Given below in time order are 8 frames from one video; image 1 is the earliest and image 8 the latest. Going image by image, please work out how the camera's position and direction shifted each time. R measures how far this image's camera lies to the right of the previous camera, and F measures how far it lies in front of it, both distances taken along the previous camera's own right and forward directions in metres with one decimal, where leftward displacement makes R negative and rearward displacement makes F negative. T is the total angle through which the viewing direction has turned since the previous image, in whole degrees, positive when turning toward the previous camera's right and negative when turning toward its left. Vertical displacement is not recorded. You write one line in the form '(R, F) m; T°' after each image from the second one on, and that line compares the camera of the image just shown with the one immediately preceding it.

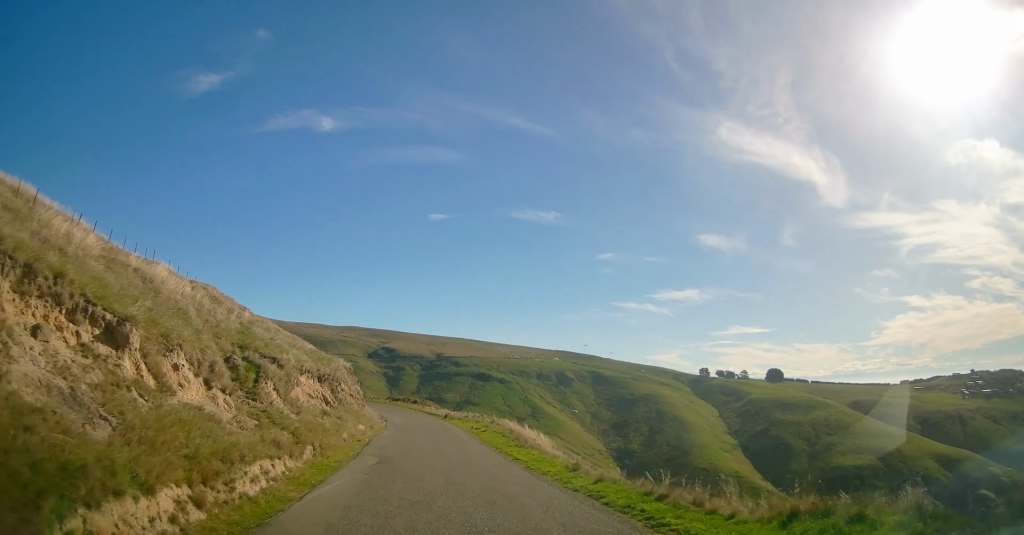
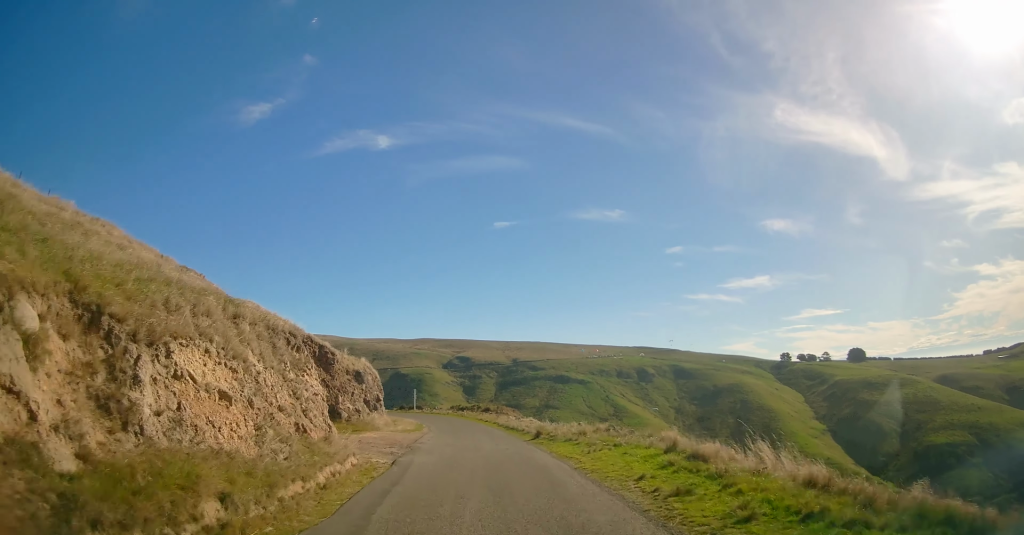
(-2.2, +21.2) m; -10°
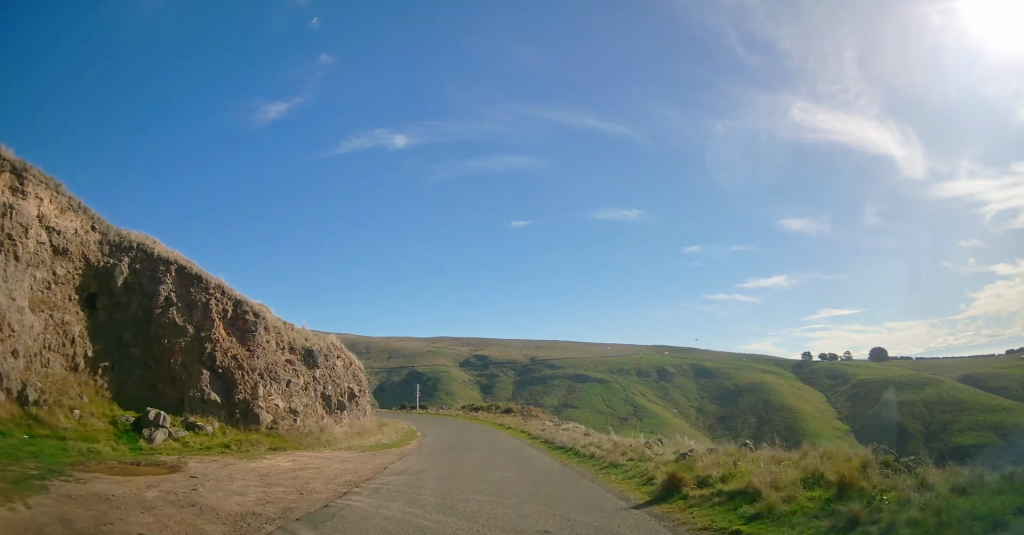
(-0.1, +14.1) m; -2°
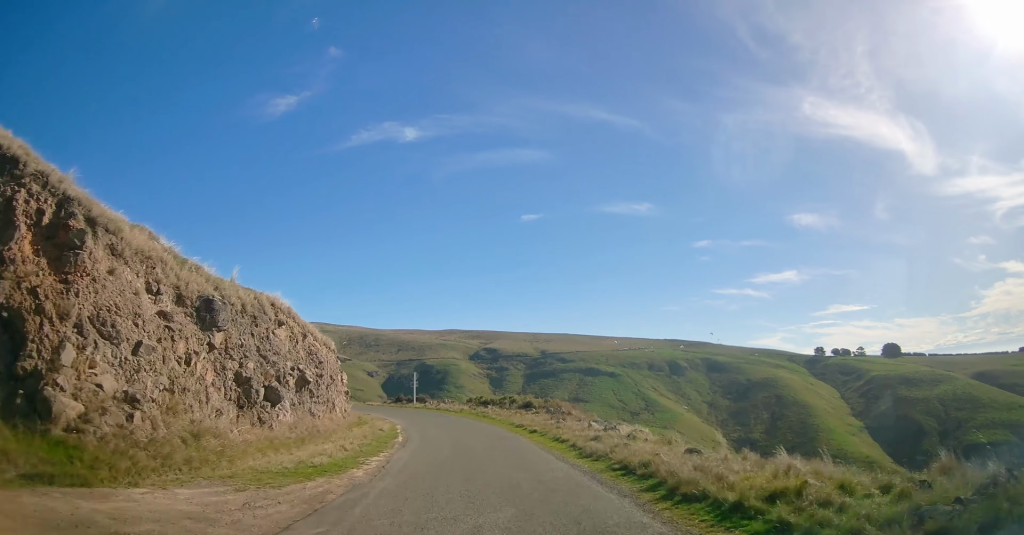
(-0.3, +10.2) m; -4°
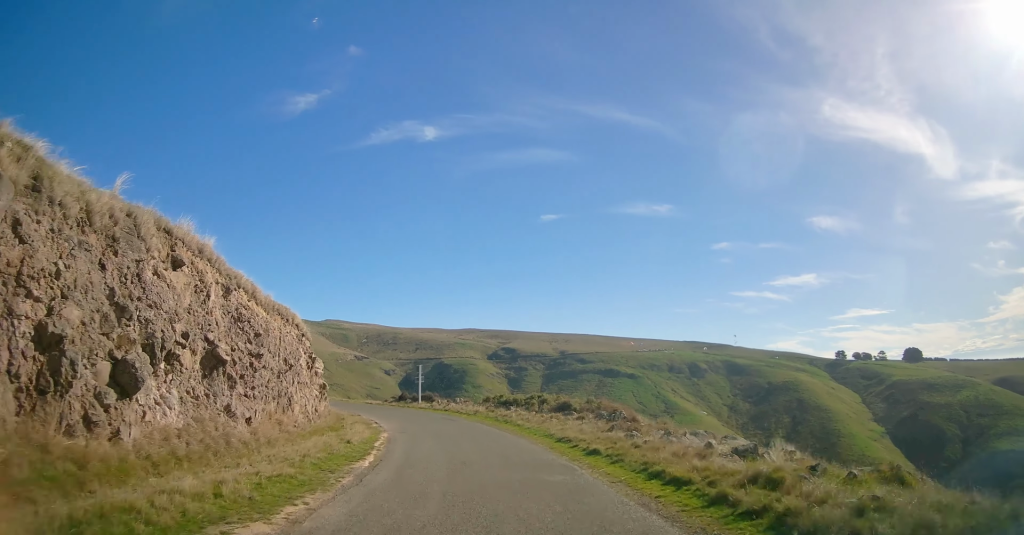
(-0.3, +8.7) m; -3°
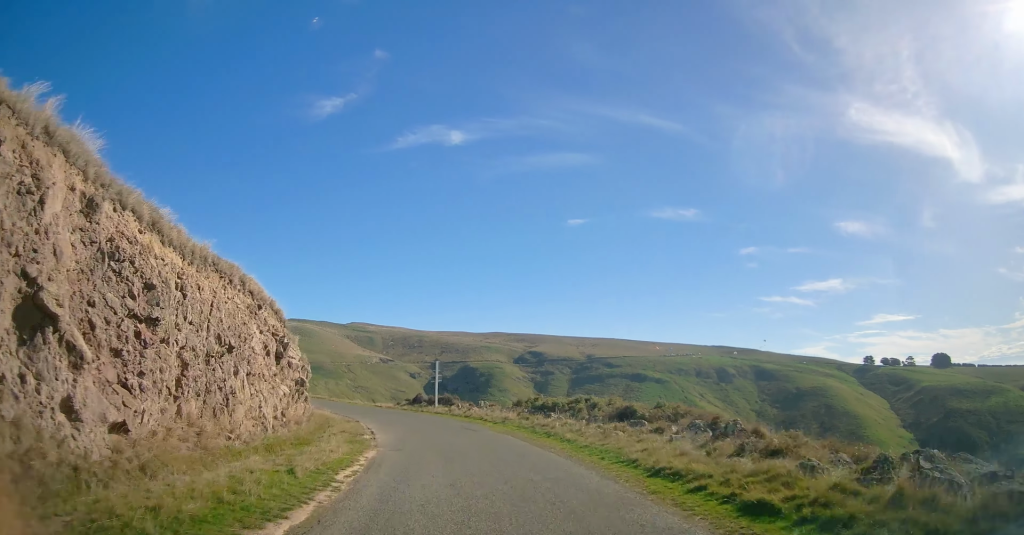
(-0.2, +6.9) m; -1°
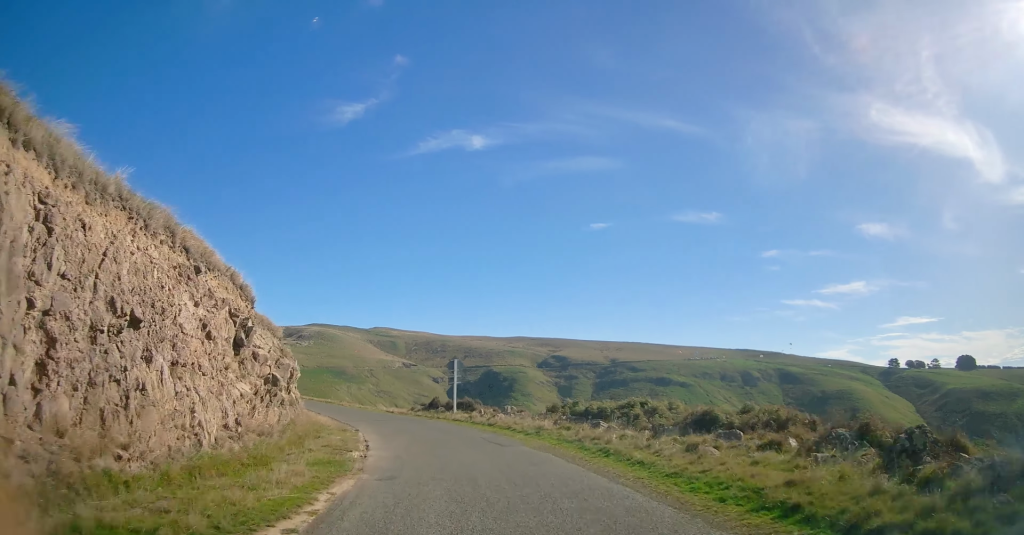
(0.0, +4.9) m; -1°
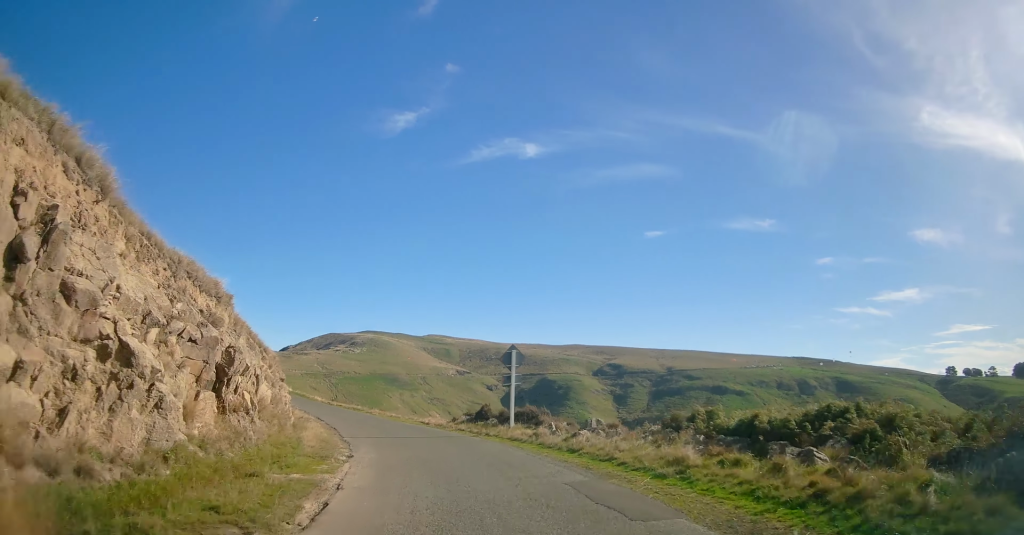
(-0.1, +9.0) m; -4°
